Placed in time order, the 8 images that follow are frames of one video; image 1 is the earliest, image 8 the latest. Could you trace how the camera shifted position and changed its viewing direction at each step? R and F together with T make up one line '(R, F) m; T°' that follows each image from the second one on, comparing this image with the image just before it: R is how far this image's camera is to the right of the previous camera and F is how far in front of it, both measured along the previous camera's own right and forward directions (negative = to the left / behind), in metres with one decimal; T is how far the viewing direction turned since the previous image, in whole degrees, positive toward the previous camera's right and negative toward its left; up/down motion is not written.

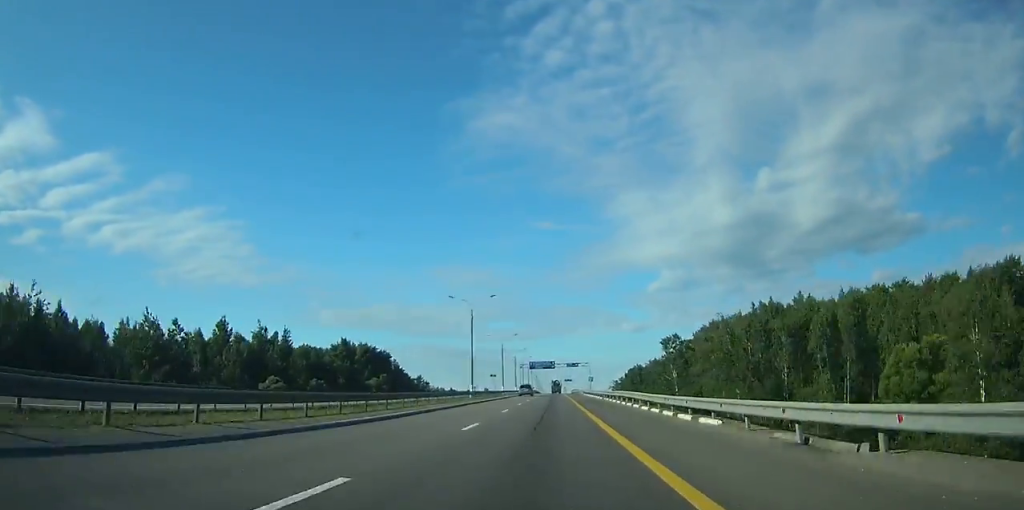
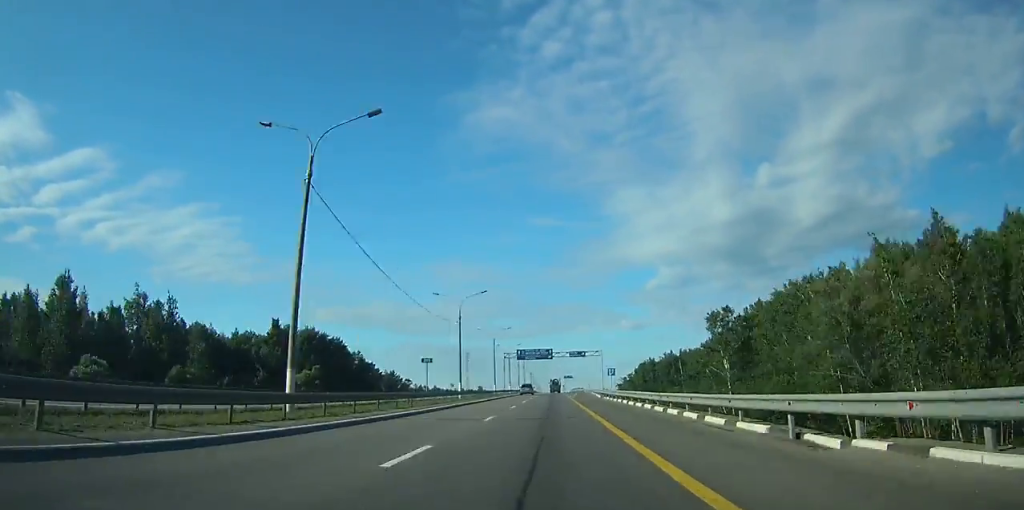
(+0.1, +42.5) m; 0°
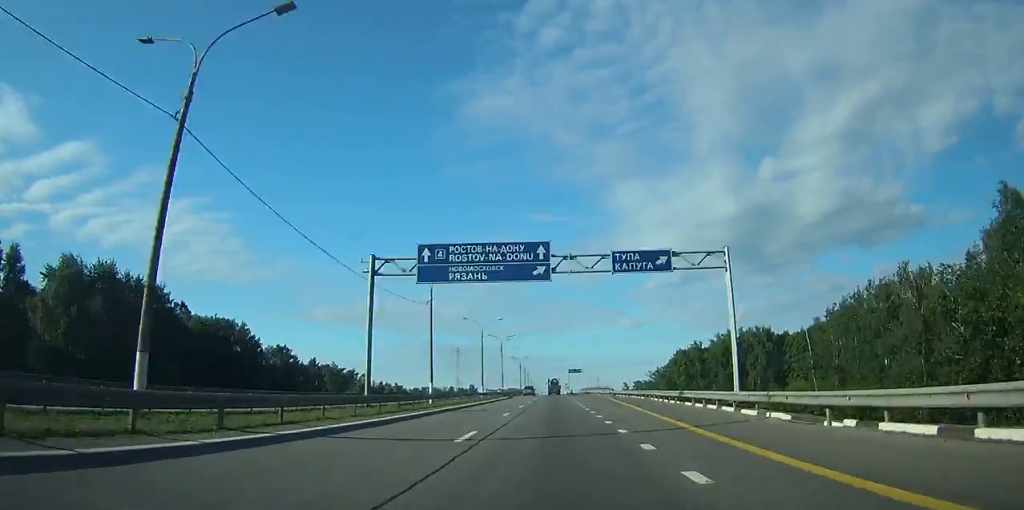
(+0.1, +75.0) m; 0°
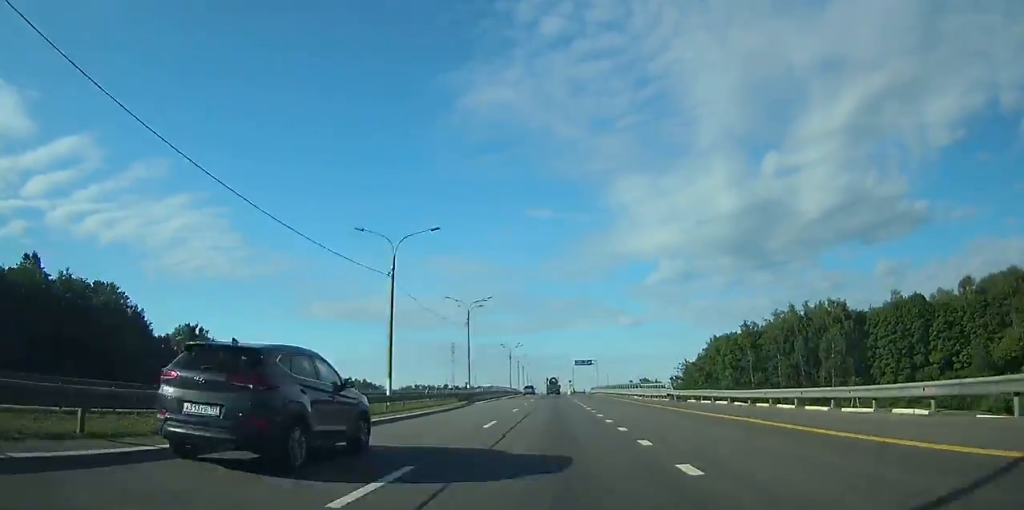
(0.0, +41.6) m; 0°
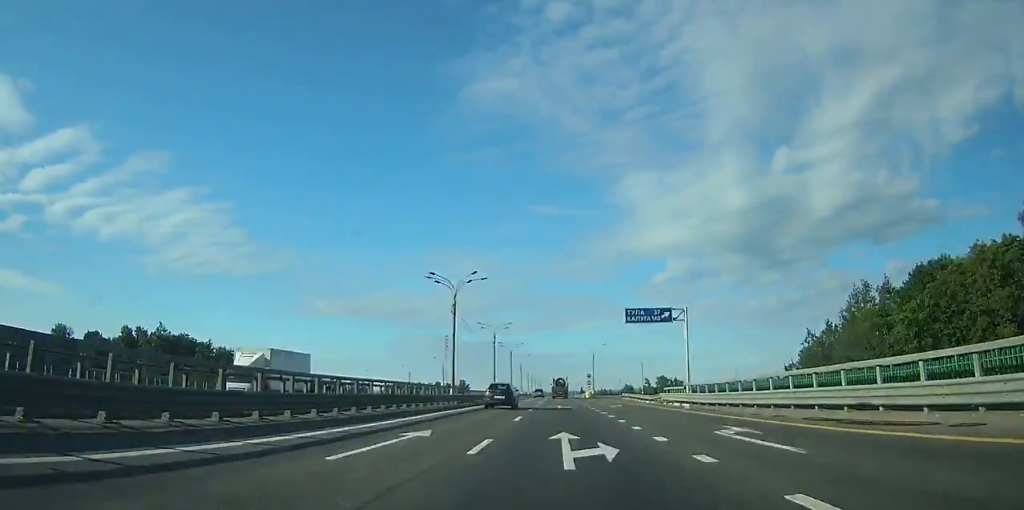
(-0.2, +76.9) m; 0°
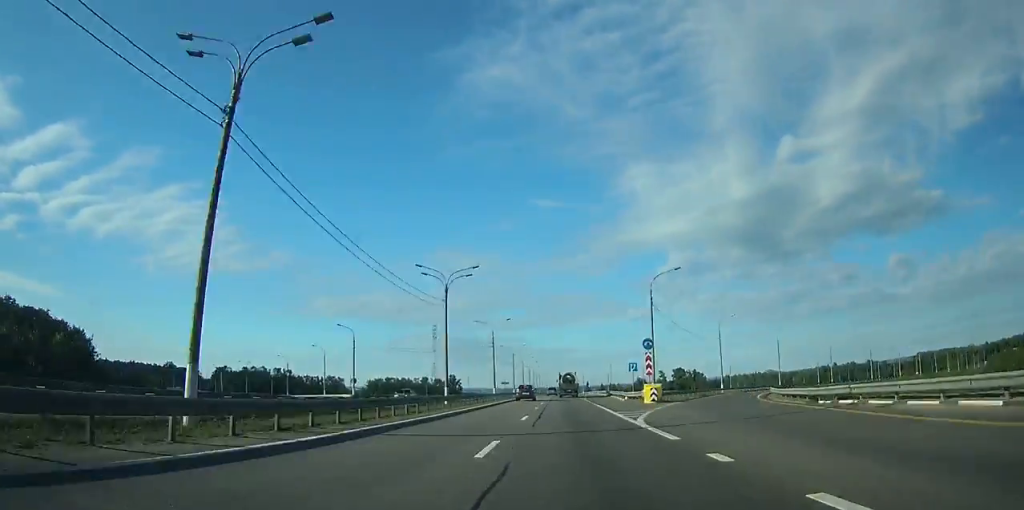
(-0.2, +72.6) m; 0°
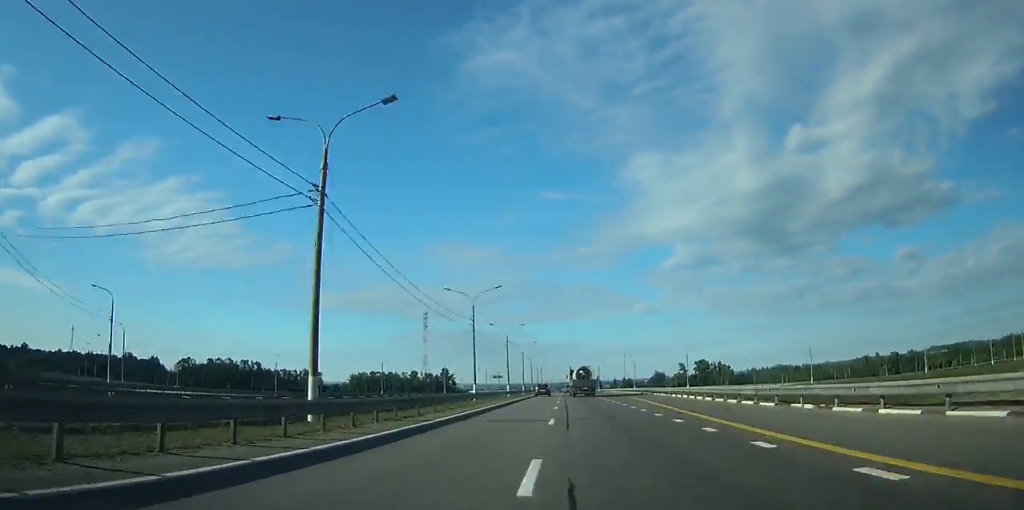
(-0.2, +63.8) m; 0°
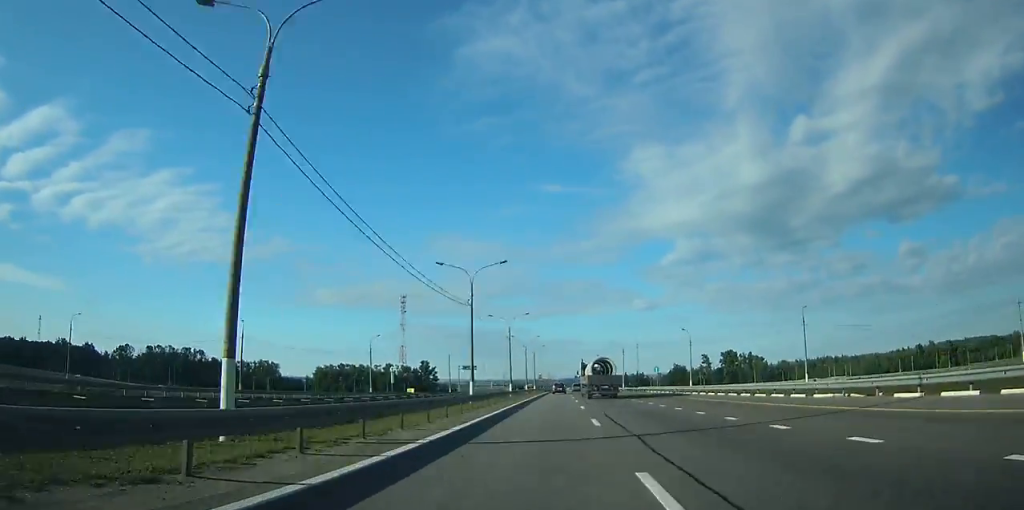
(-0.1, +73.2) m; 0°
